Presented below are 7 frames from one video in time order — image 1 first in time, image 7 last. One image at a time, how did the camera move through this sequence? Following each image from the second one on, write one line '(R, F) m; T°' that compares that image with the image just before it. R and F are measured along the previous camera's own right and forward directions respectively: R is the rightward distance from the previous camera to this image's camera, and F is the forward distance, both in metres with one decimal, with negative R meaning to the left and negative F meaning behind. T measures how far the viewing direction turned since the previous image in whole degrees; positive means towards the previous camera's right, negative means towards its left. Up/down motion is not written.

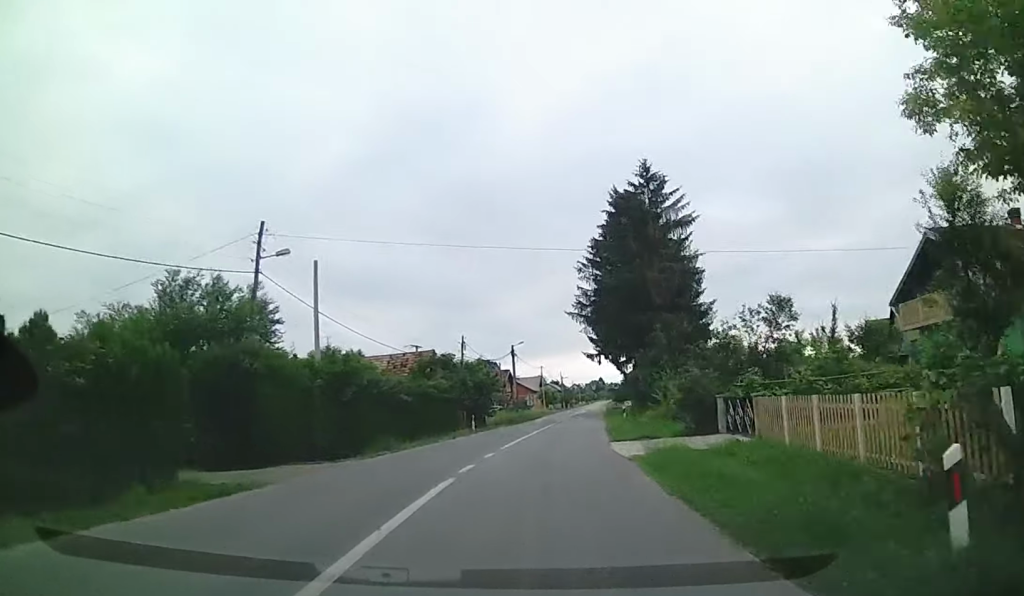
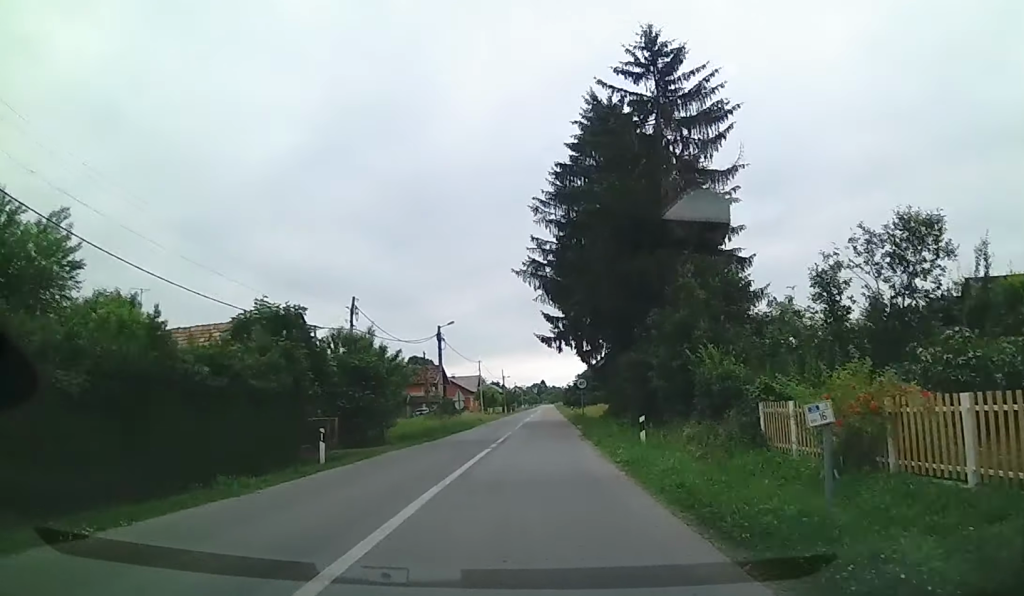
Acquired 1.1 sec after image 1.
(+0.7, +19.9) m; +5°
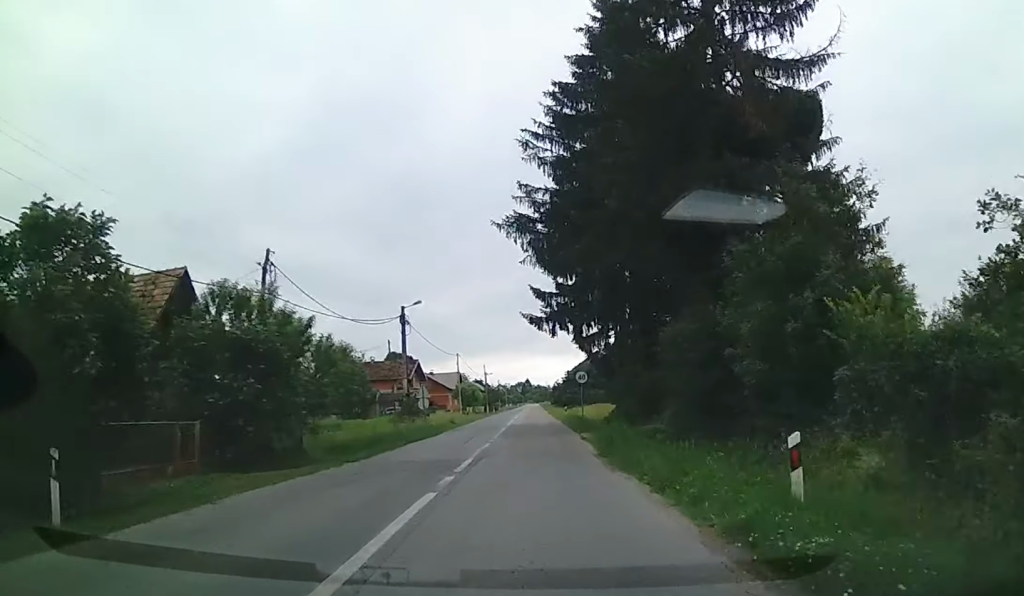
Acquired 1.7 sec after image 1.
(+0.4, +10.5) m; +3°
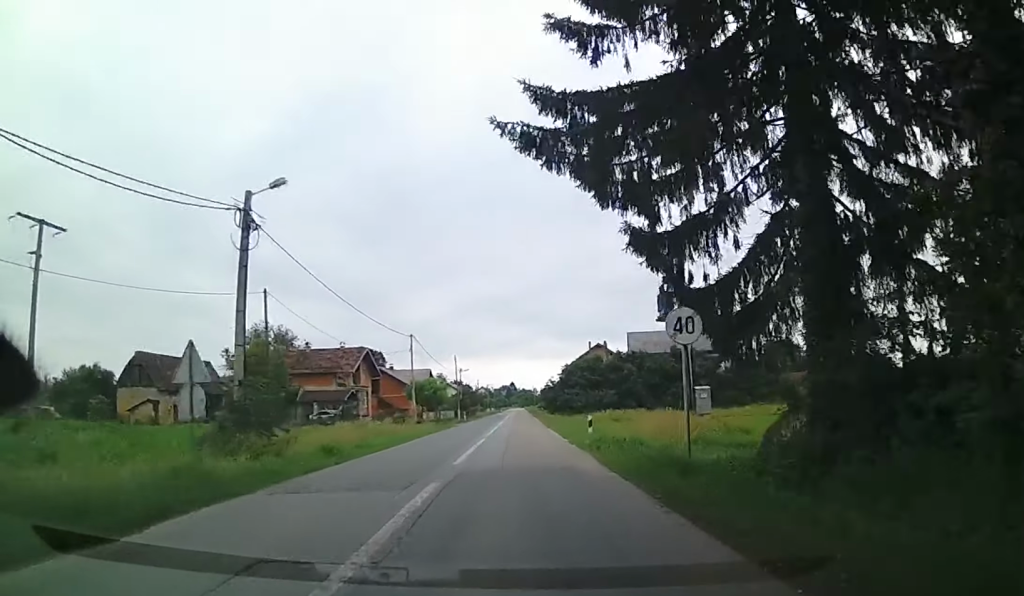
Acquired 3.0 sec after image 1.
(+1.4, +25.2) m; +2°
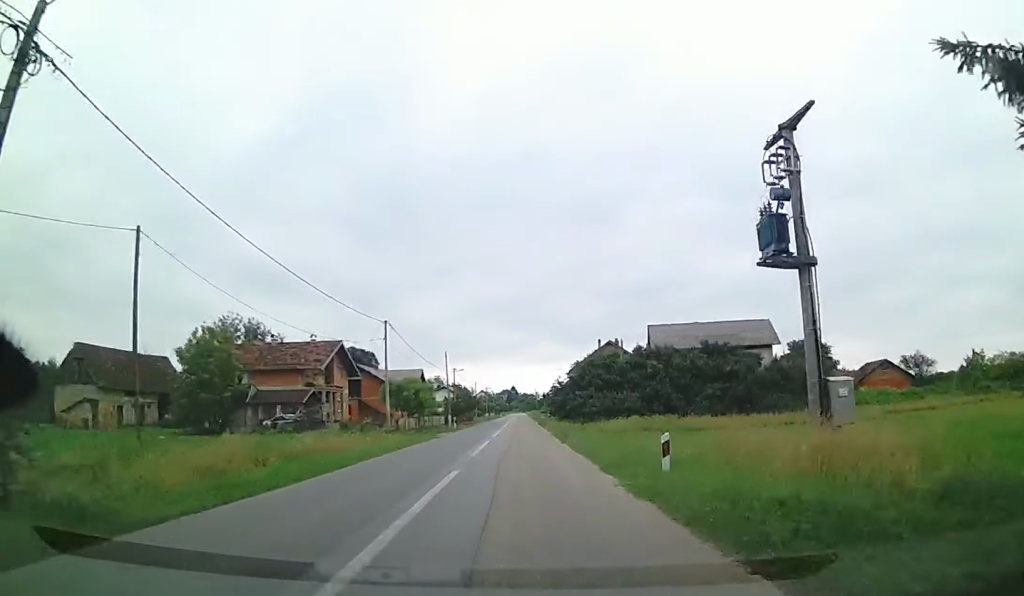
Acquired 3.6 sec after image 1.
(-0.1, +11.7) m; 0°
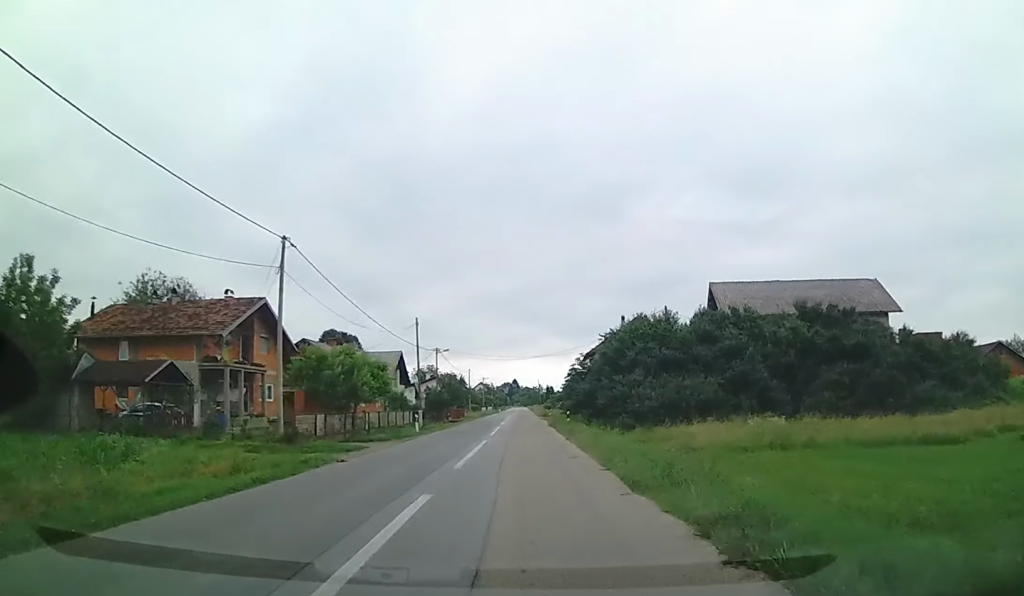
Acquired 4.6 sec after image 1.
(-0.3, +21.0) m; 0°
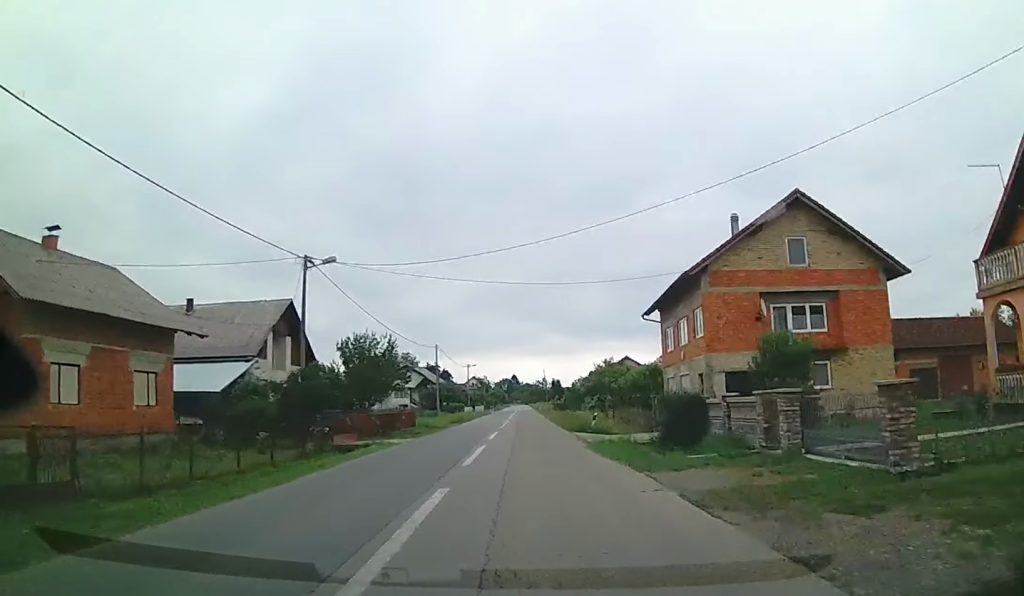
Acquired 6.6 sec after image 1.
(+1.2, +42.8) m; +3°
